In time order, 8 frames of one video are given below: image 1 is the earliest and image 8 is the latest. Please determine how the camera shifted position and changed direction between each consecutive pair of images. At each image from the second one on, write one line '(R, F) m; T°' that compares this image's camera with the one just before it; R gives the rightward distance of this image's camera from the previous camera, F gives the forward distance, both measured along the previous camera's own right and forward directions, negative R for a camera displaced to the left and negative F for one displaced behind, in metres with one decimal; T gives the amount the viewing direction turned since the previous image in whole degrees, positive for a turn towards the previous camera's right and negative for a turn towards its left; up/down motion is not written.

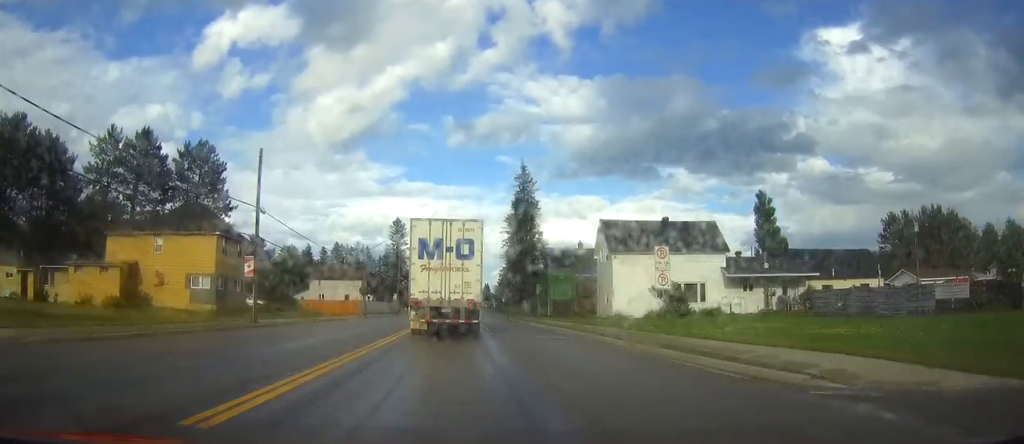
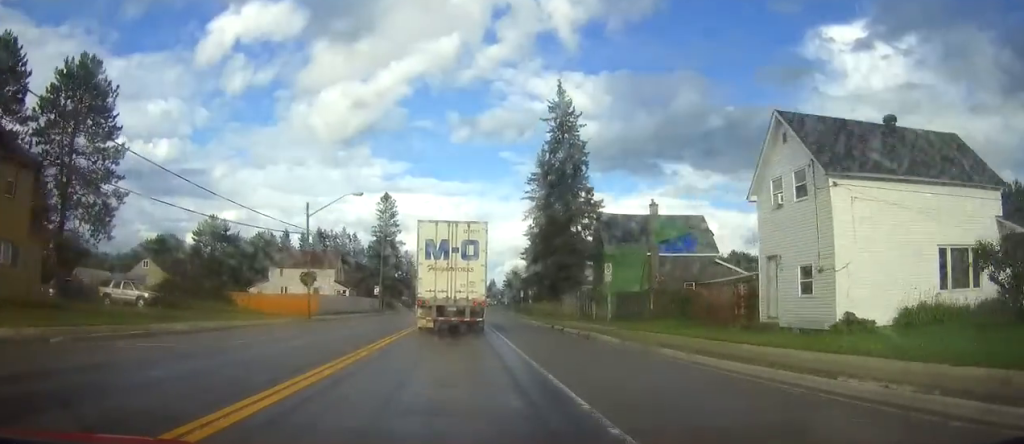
(0.0, +28.1) m; 0°
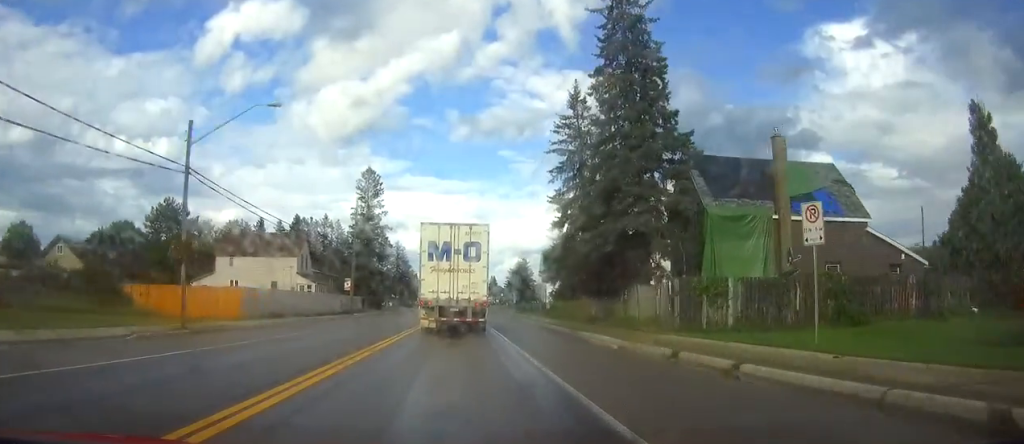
(0.0, +20.1) m; 0°
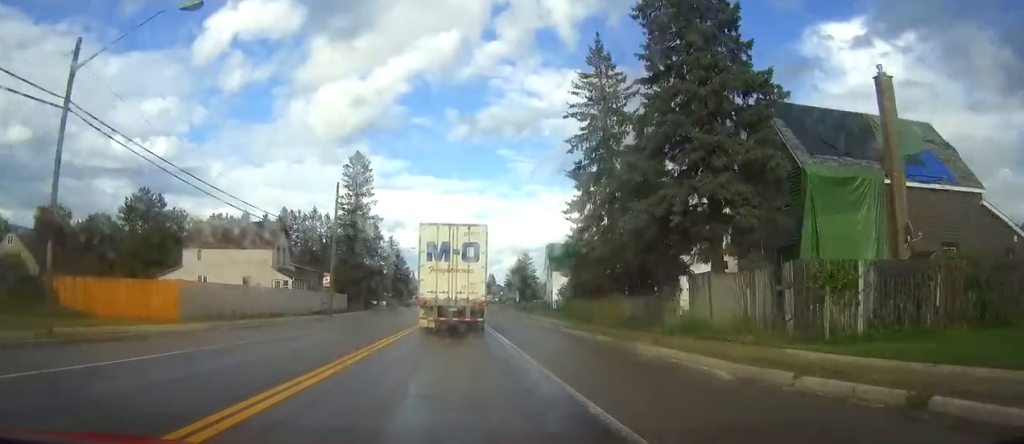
(0.0, +8.6) m; 0°
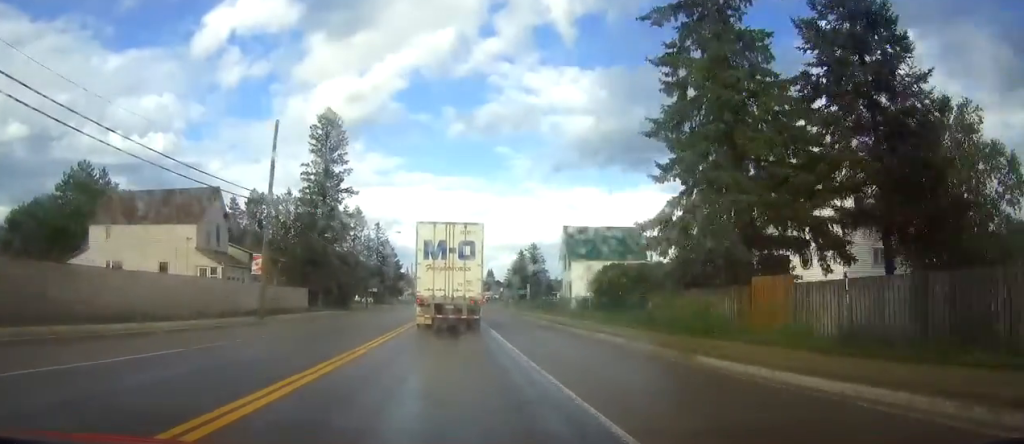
(0.0, +17.2) m; 0°
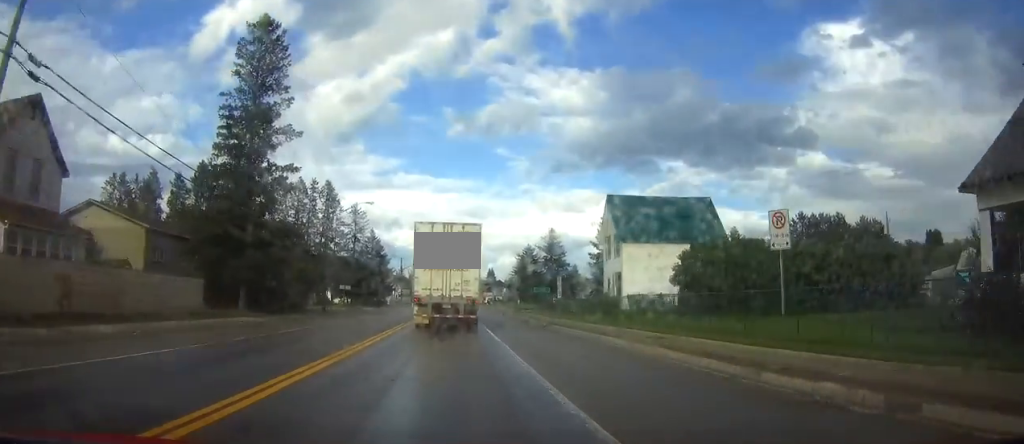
(0.0, +22.3) m; 0°
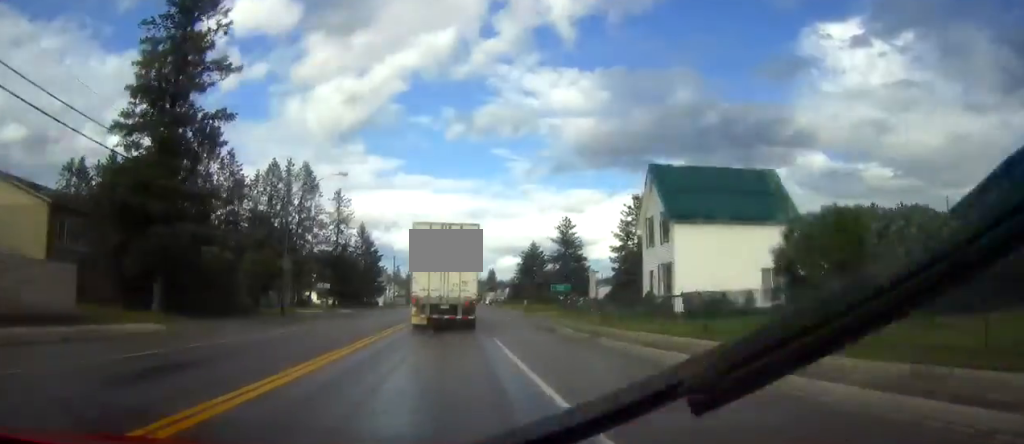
(0.0, +11.7) m; 0°
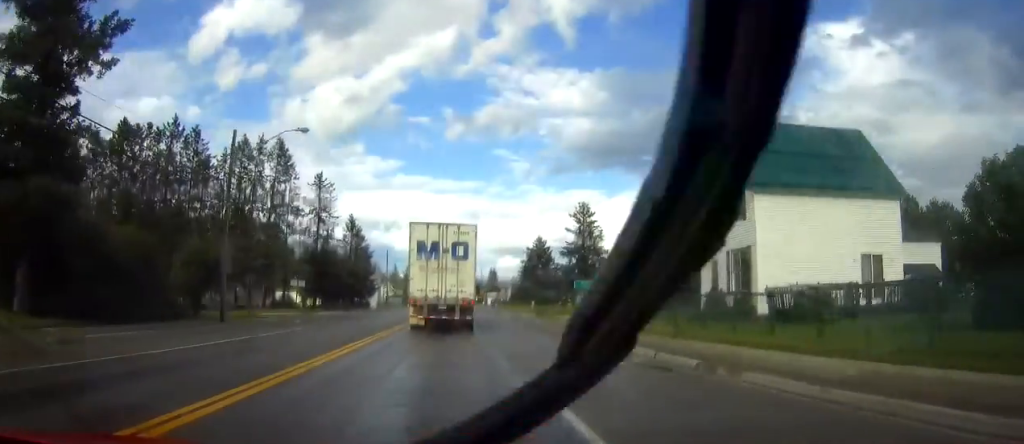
(0.0, +10.2) m; 0°
